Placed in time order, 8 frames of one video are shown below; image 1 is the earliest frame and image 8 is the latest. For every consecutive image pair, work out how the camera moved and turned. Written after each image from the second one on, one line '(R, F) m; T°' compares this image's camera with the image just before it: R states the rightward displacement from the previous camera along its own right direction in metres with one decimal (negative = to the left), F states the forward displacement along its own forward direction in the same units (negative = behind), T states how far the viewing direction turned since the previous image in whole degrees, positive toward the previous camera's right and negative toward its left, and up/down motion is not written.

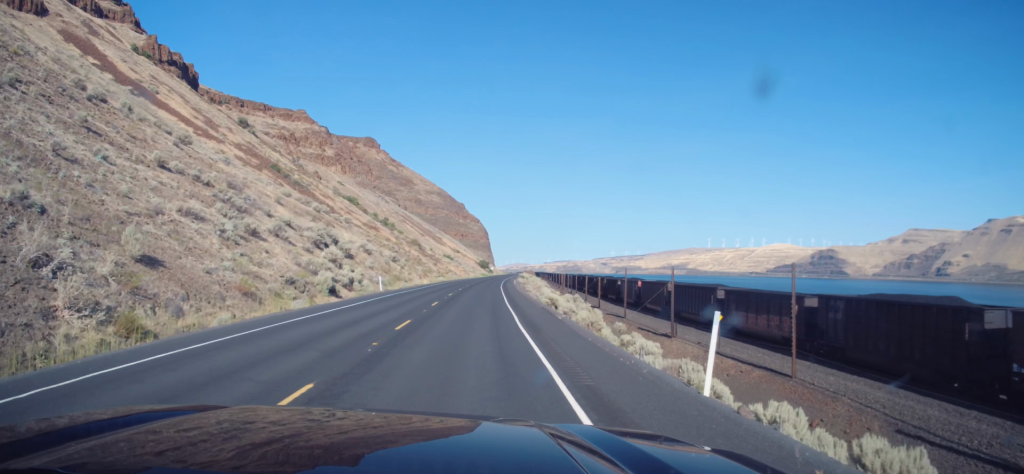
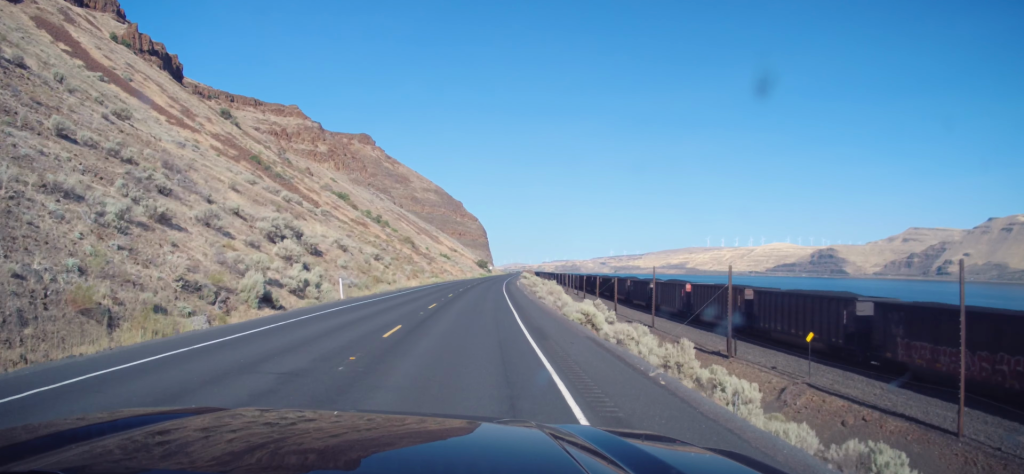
(0.0, +13.7) m; 0°
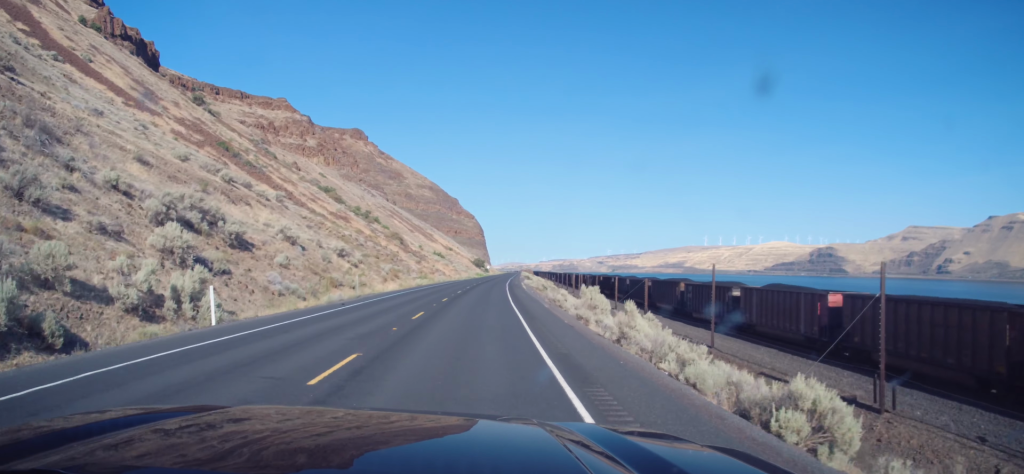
(0.0, +18.6) m; +1°
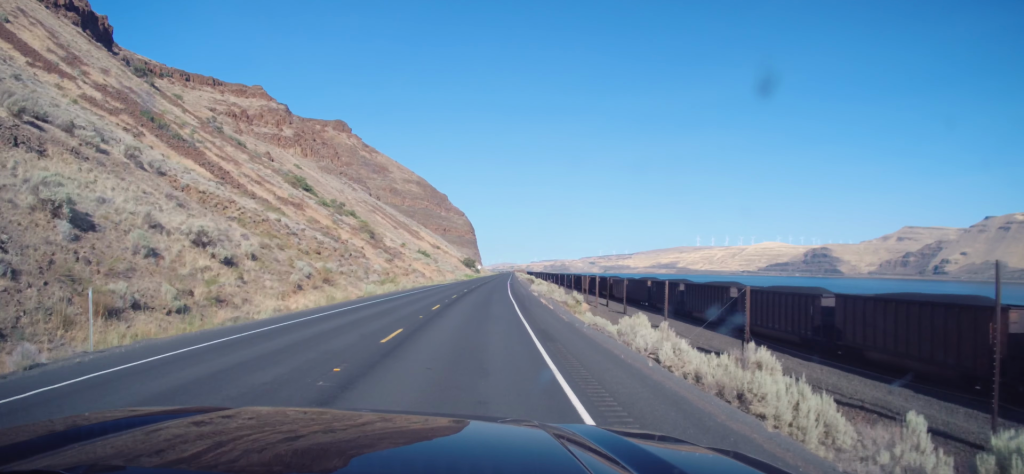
(+0.4, +31.2) m; +1°
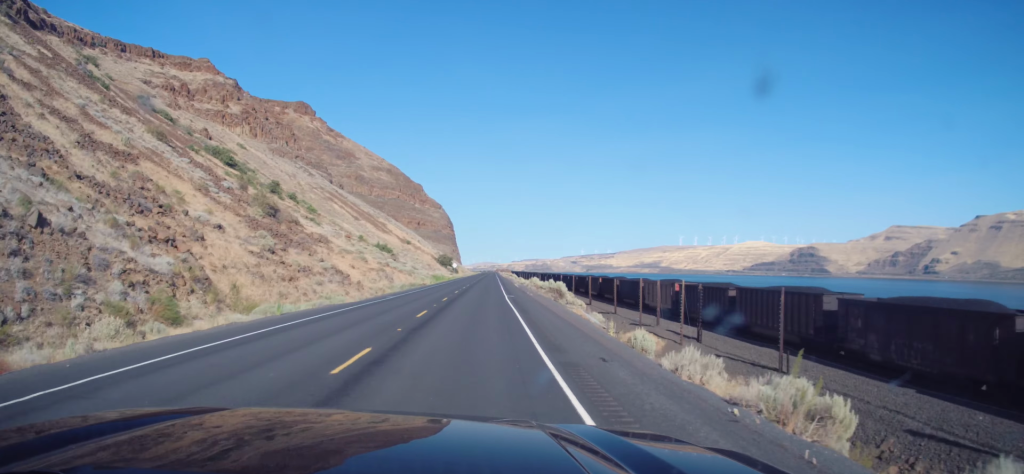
(+0.7, +52.1) m; +1°
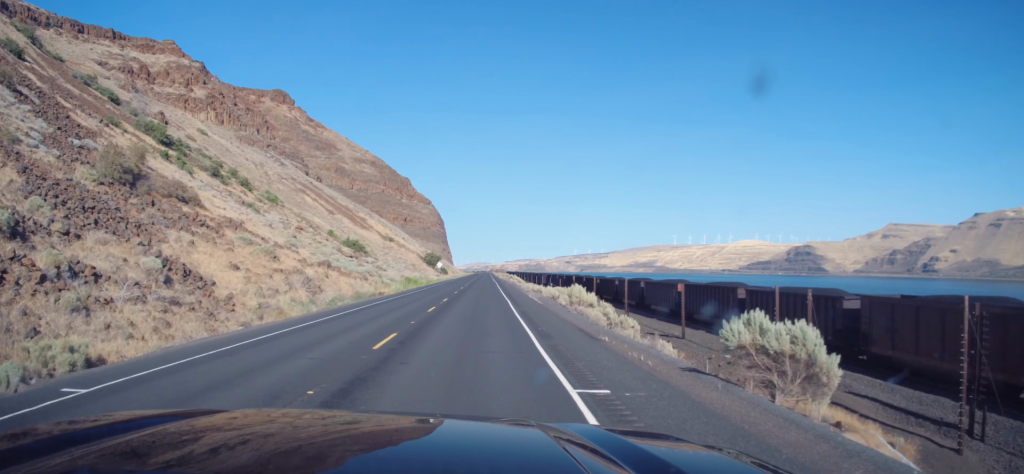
(-0.2, +33.0) m; 0°
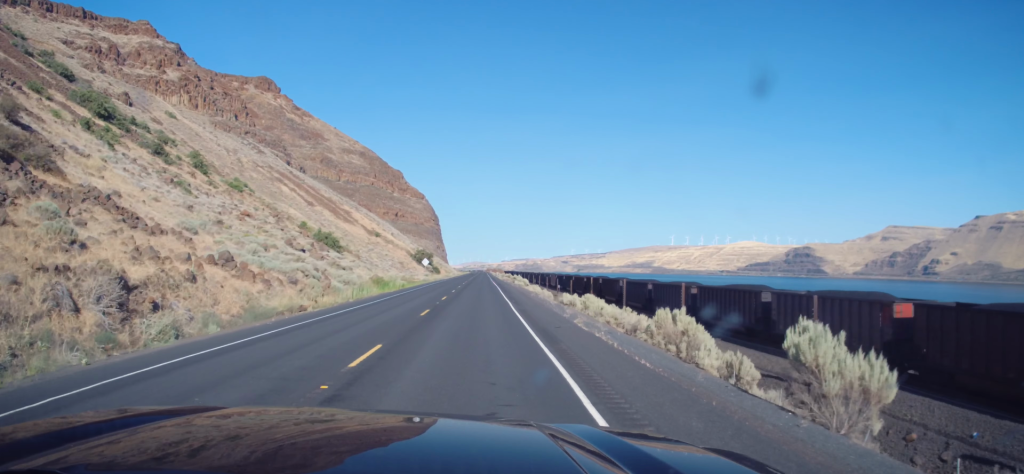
(+0.1, +24.8) m; 0°
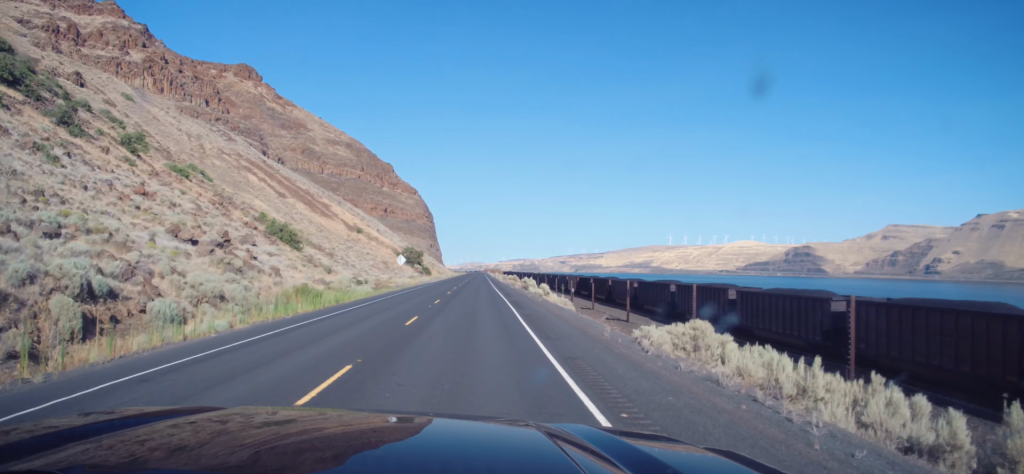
(+0.3, +26.9) m; +1°
